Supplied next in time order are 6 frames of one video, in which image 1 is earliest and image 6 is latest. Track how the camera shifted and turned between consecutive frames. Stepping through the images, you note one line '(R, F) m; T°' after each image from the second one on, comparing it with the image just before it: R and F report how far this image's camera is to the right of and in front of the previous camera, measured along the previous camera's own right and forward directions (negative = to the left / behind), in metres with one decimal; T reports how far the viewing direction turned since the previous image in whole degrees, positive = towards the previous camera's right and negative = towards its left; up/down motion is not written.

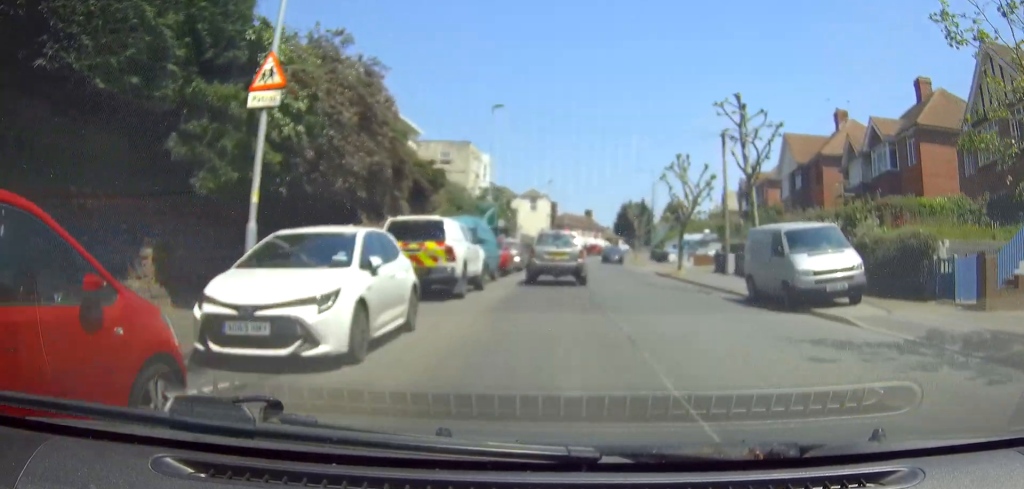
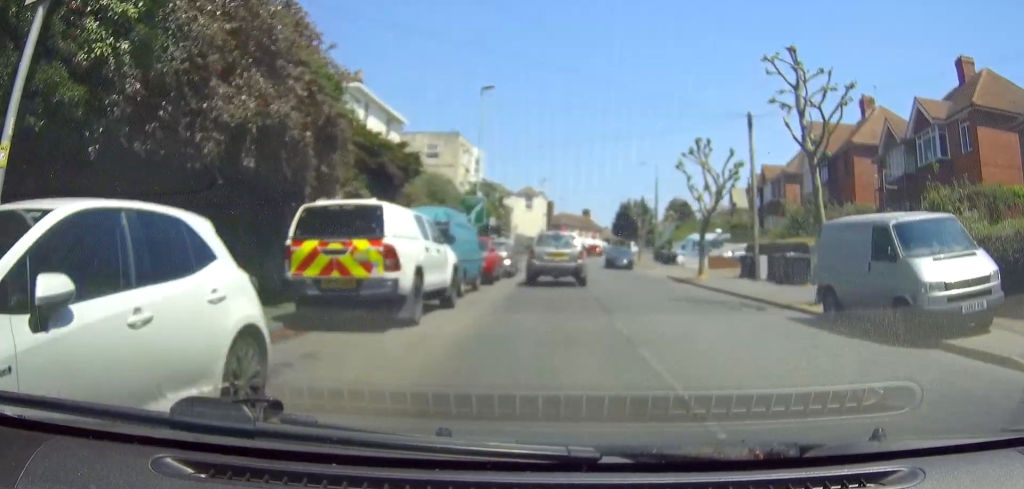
(0.0, +5.5) m; 0°
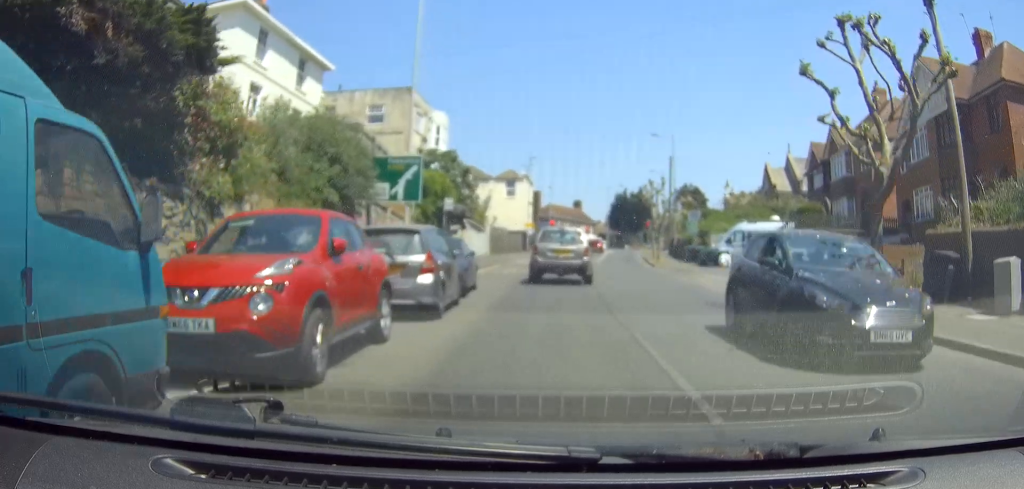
(+0.3, +16.6) m; +2°
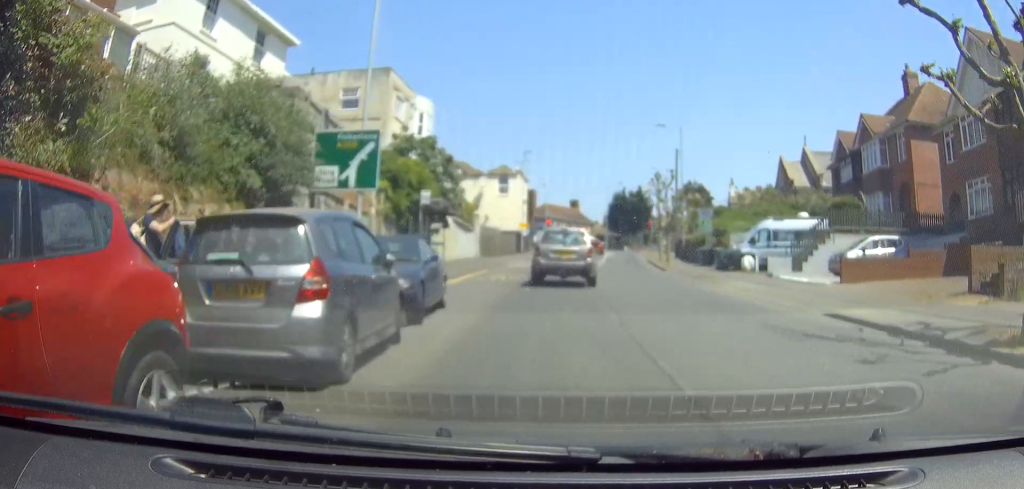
(0.0, +5.2) m; +1°
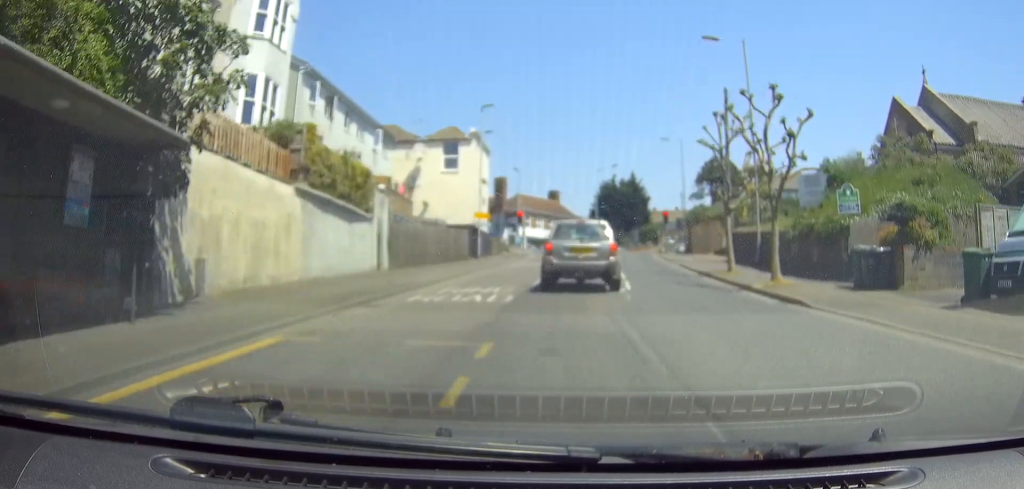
(+1.2, +22.5) m; +5°
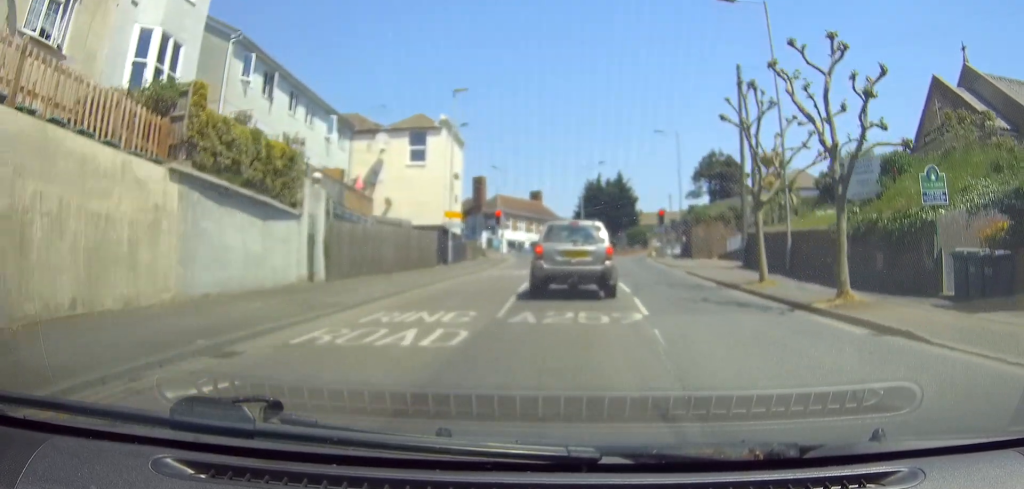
(0.0, +5.6) m; +1°
